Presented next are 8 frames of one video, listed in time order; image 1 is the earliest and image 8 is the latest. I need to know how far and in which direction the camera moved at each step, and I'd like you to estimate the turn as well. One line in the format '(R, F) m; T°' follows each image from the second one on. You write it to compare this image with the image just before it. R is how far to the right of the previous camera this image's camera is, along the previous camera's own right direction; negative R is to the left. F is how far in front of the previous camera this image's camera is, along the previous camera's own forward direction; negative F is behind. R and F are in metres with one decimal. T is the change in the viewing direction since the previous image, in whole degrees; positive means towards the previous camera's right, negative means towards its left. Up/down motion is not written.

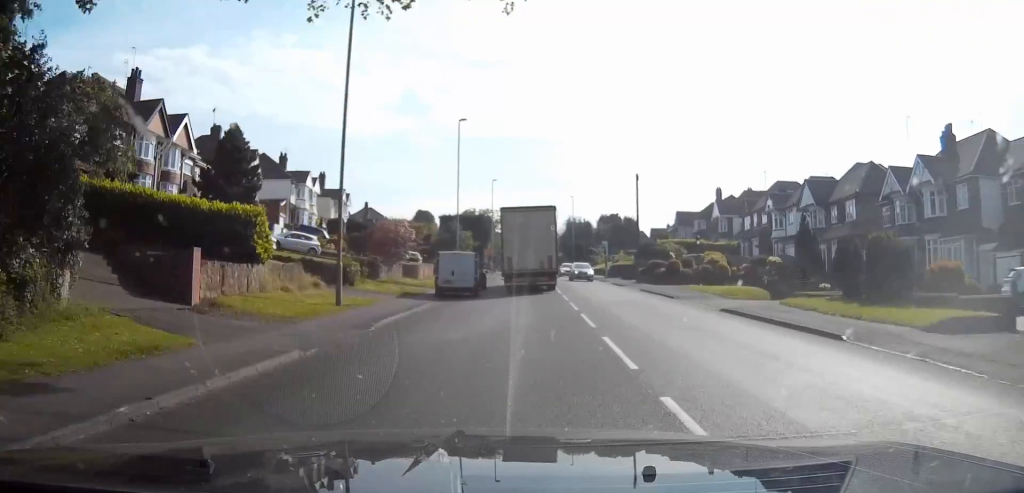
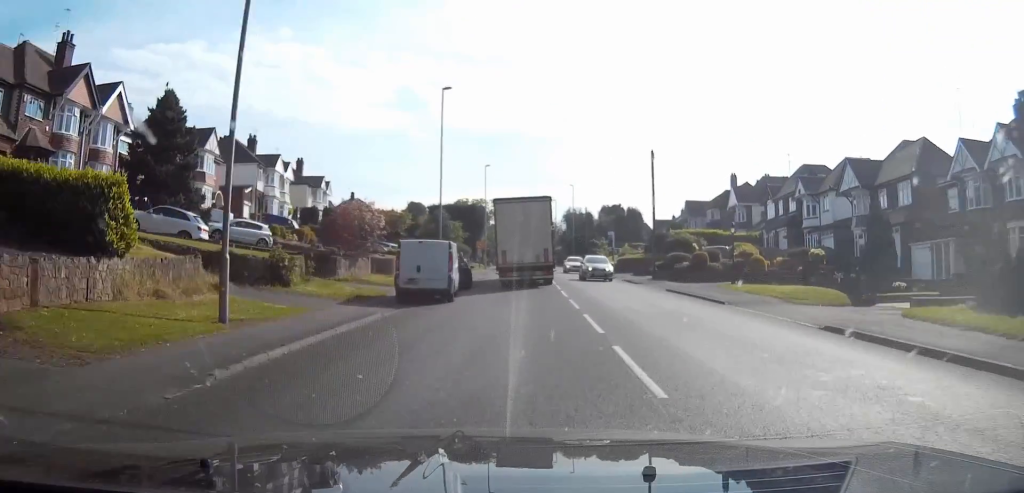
(+0.1, +8.9) m; 0°
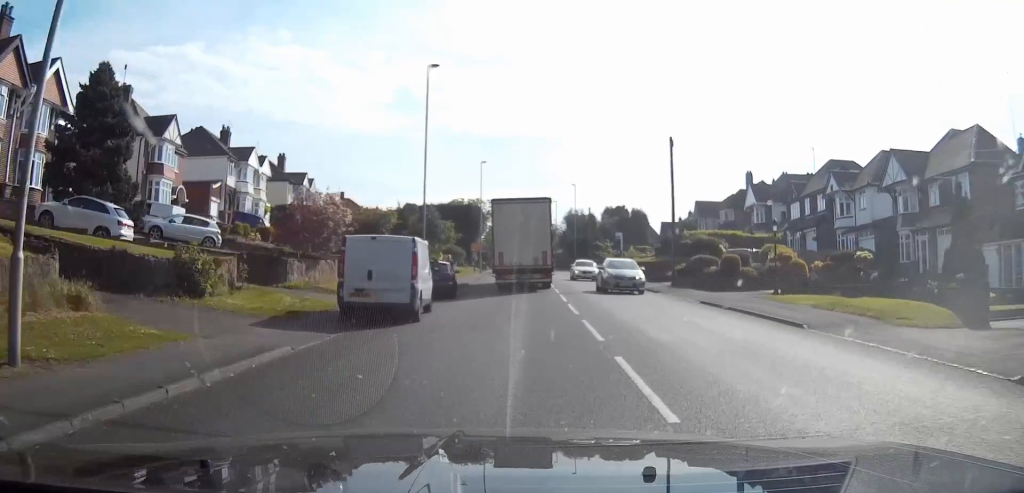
(+0.1, +6.8) m; 0°
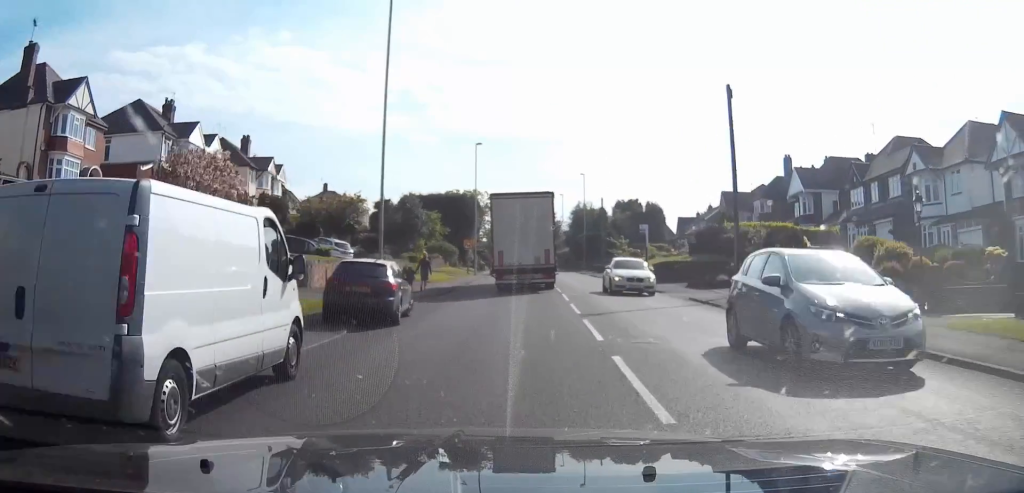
(-0.1, +11.7) m; -1°
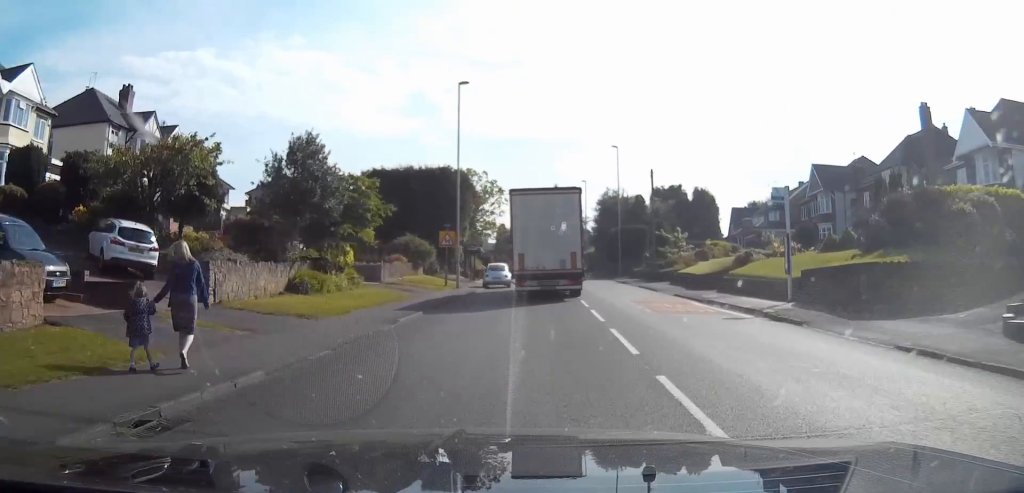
(-0.1, +25.6) m; +1°
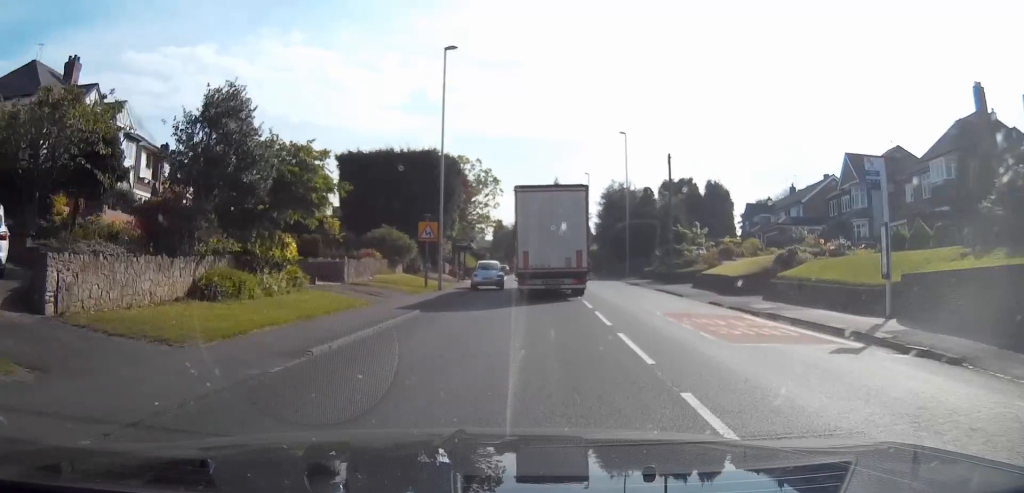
(0.0, +6.8) m; +1°
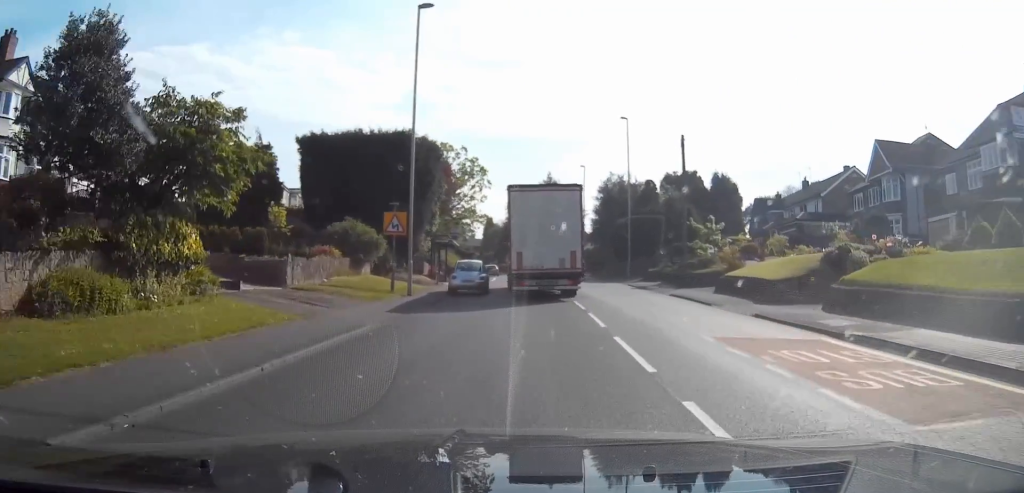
(0.0, +6.7) m; +1°
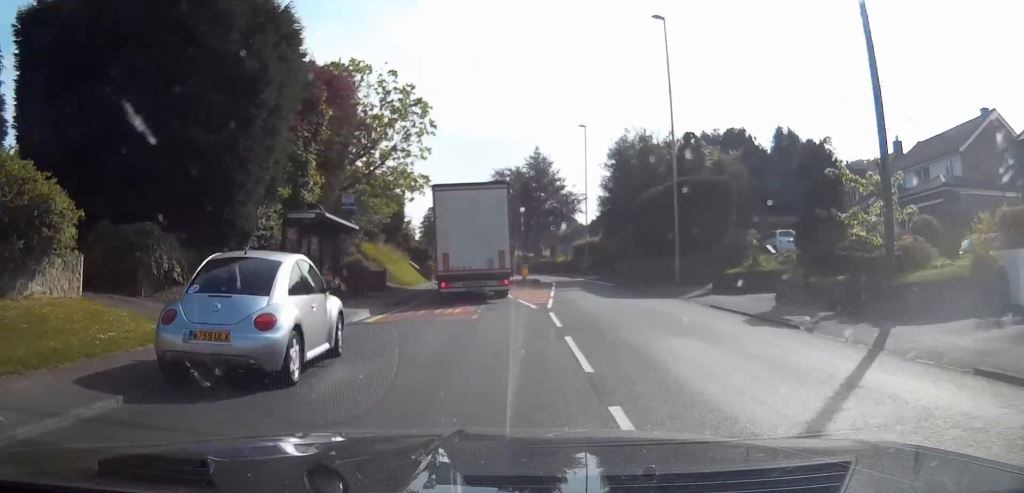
(+0.2, +24.2) m; 0°
